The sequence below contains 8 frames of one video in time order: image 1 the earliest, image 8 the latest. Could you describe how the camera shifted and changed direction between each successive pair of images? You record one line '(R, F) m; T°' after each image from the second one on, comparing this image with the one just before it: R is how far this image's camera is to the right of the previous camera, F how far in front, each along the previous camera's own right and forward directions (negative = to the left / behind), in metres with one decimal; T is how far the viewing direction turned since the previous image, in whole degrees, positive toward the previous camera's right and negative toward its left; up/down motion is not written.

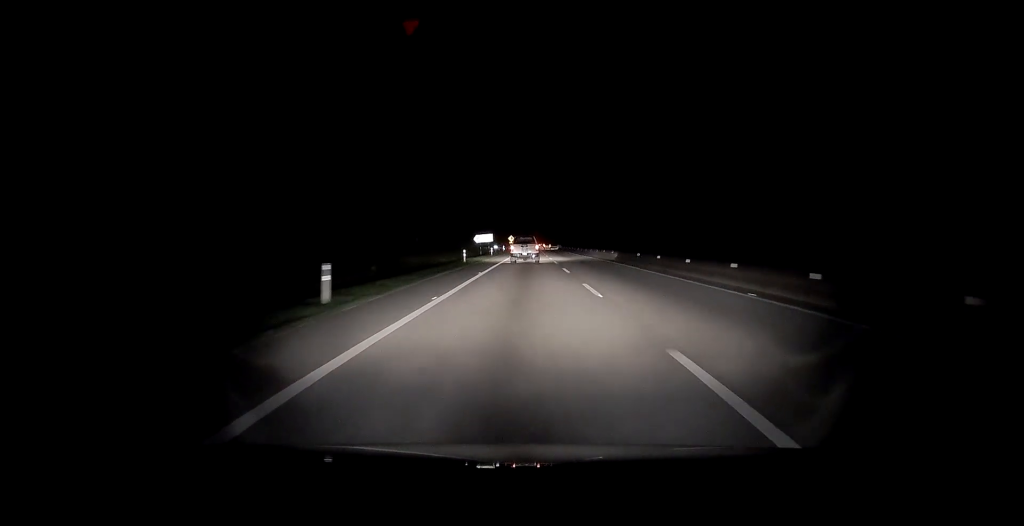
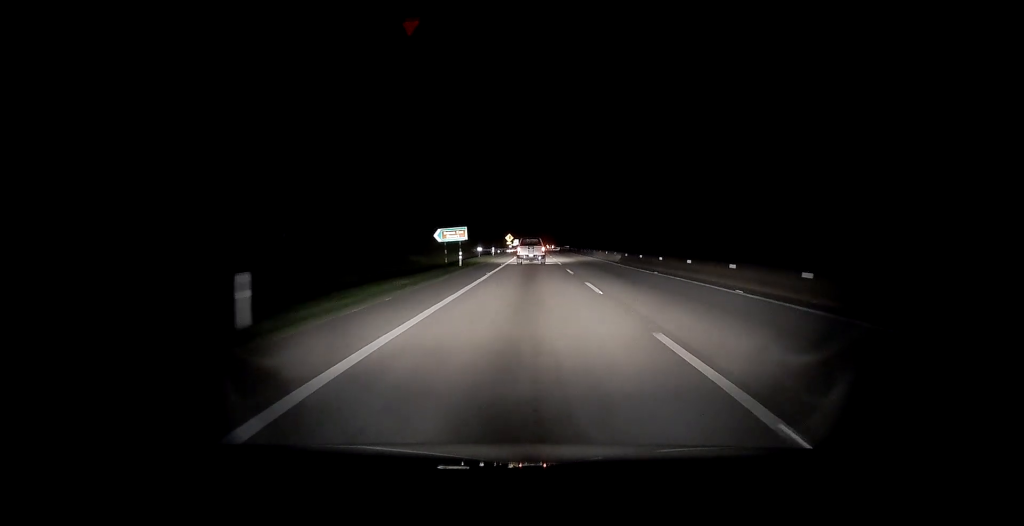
(-0.3, +34.8) m; -2°
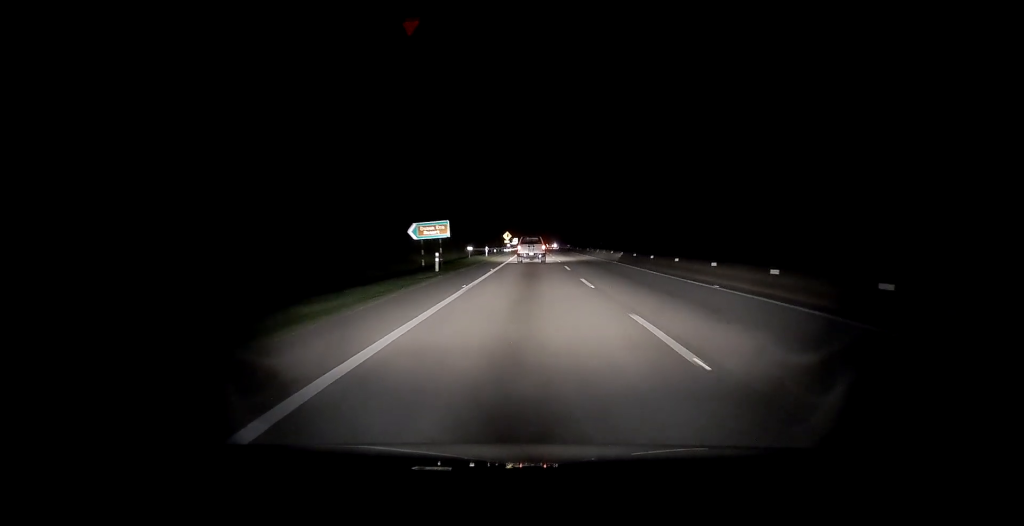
(0.0, +9.6) m; 0°
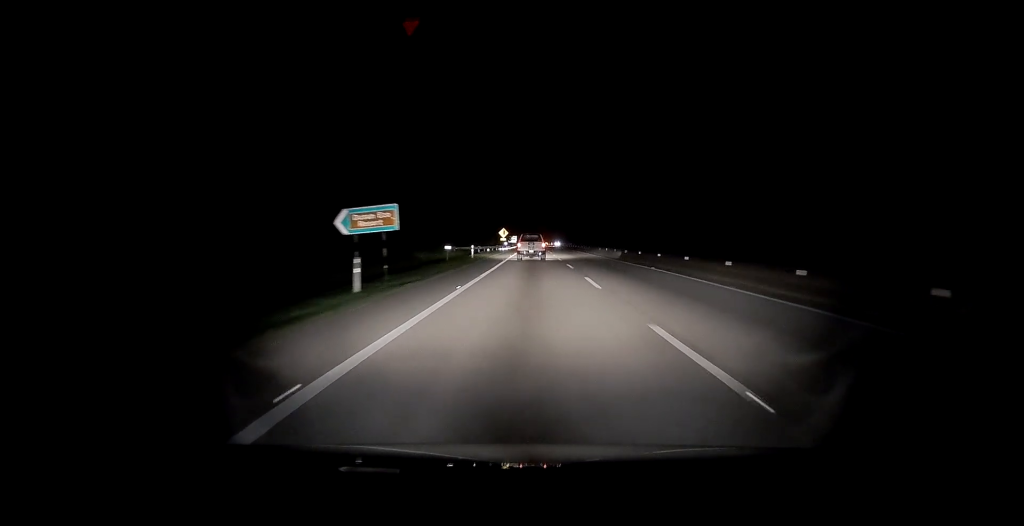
(0.0, +13.7) m; 0°
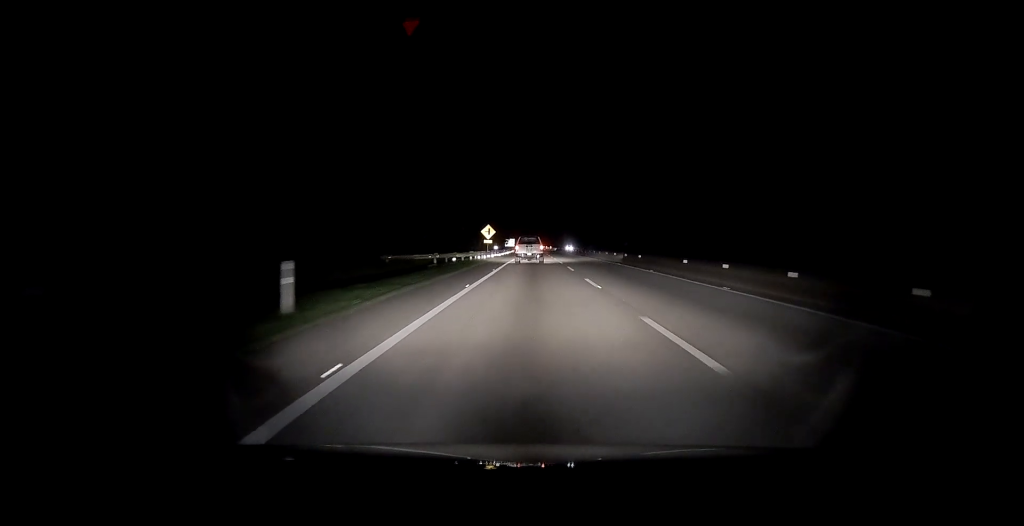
(0.0, +35.1) m; +2°
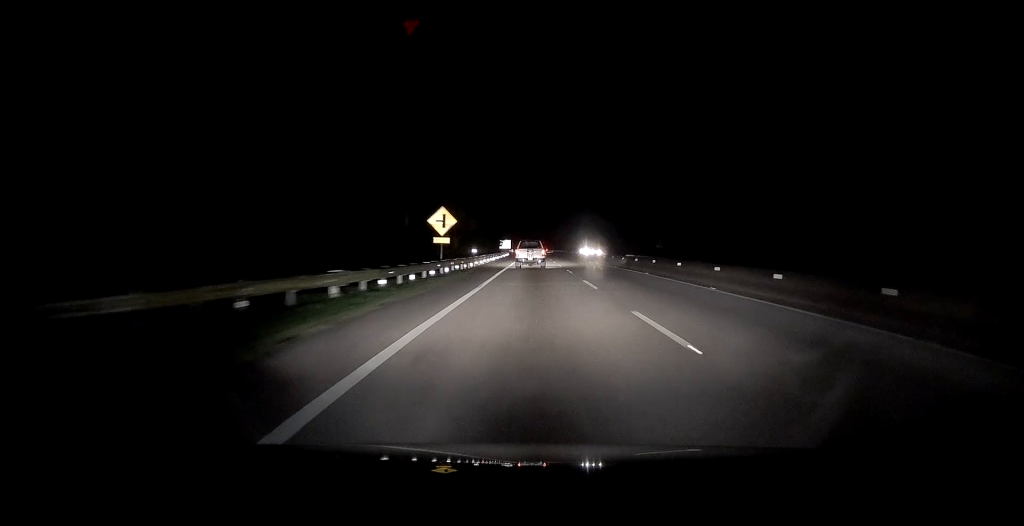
(+0.5, +34.6) m; -1°
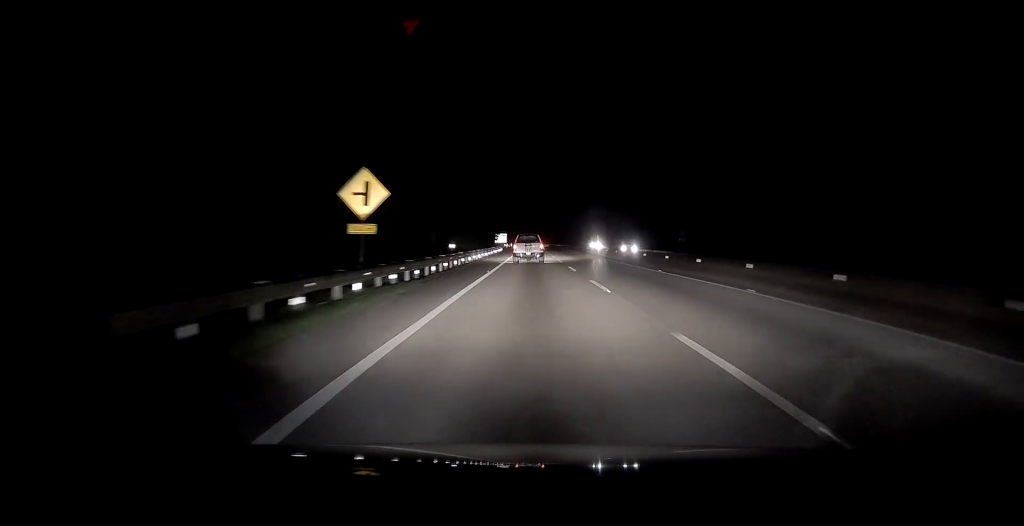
(-0.3, +15.9) m; -1°
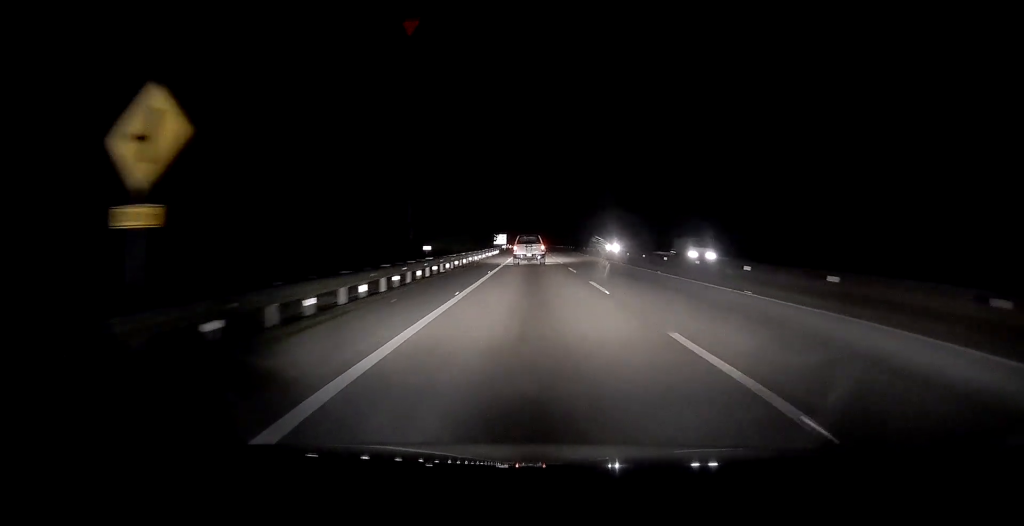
(0.0, +11.7) m; 0°
